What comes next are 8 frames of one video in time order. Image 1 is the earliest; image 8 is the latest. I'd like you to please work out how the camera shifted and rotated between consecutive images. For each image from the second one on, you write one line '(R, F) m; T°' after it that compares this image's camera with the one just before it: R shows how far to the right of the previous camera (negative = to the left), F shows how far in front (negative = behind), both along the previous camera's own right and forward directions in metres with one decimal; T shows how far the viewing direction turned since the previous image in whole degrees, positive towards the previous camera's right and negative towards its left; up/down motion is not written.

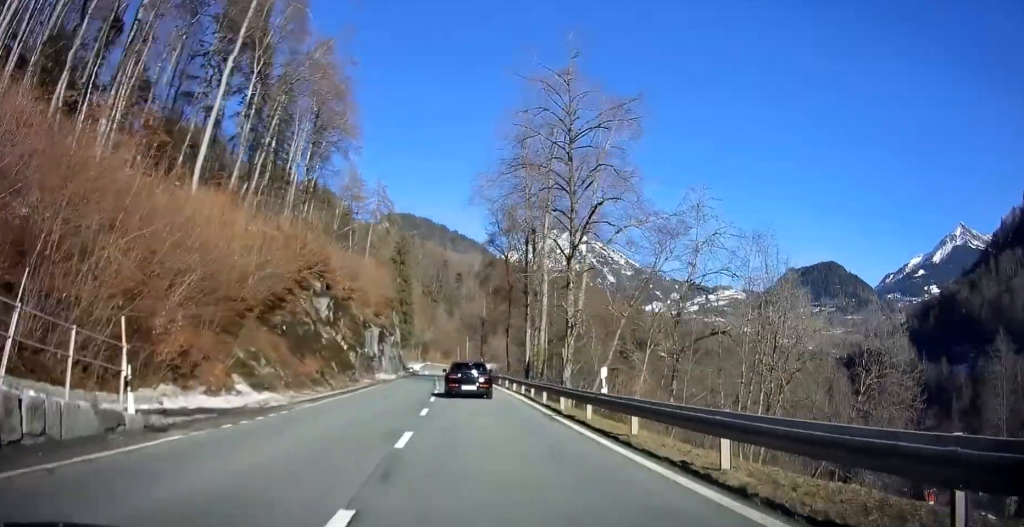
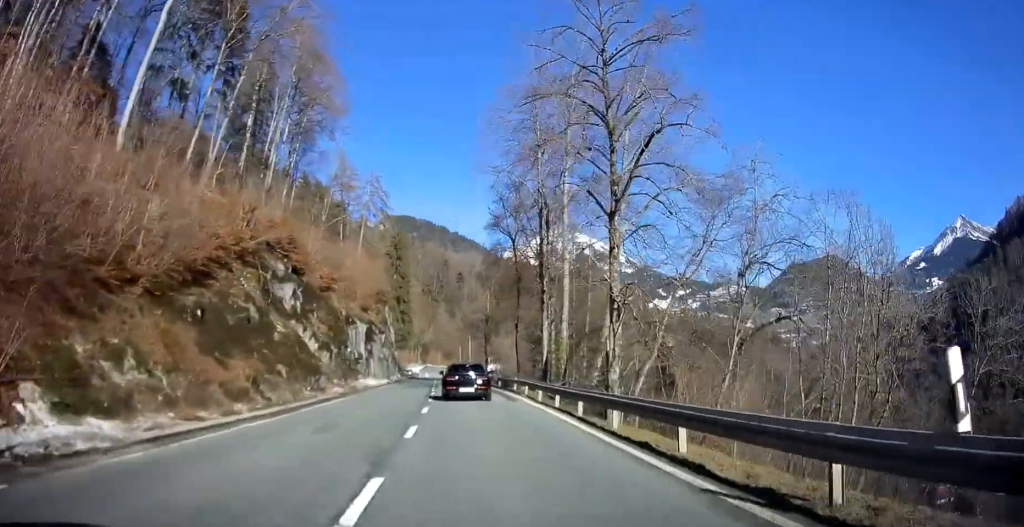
(0.0, +10.7) m; -1°
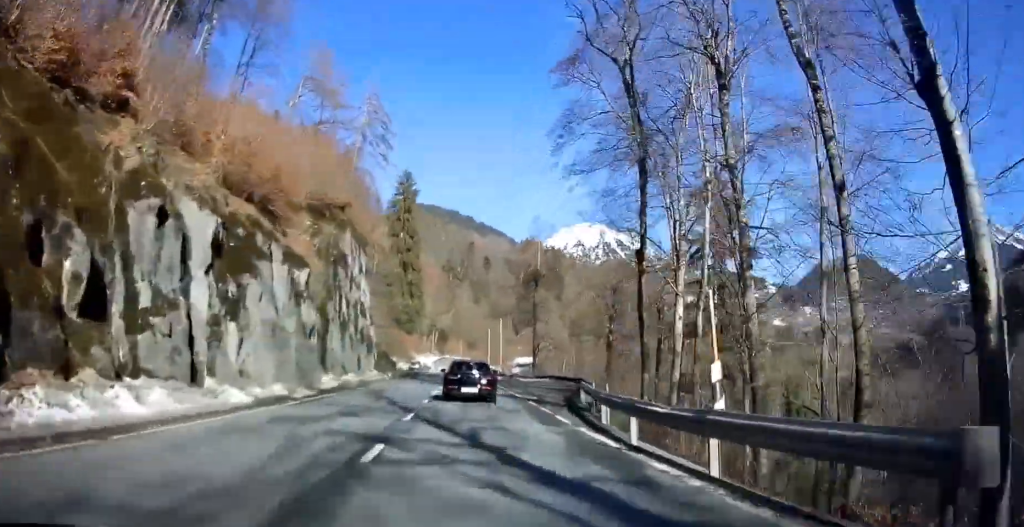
(-0.9, +38.6) m; -4°
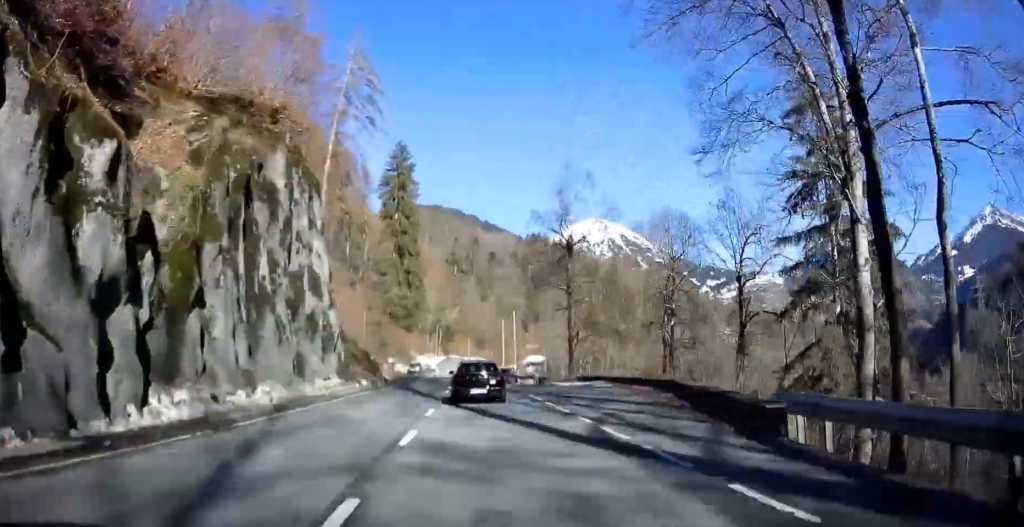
(-0.3, +16.3) m; -1°
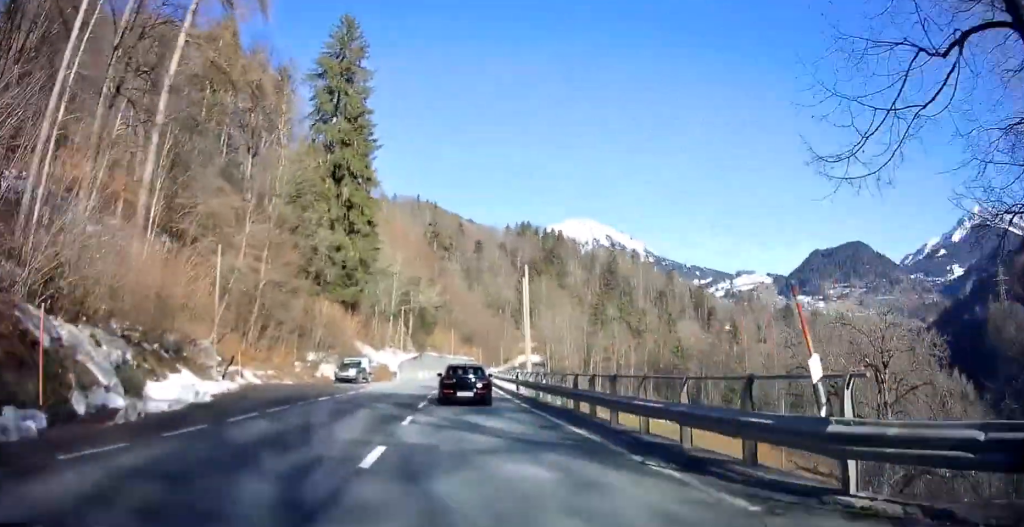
(+0.5, +38.3) m; +2°
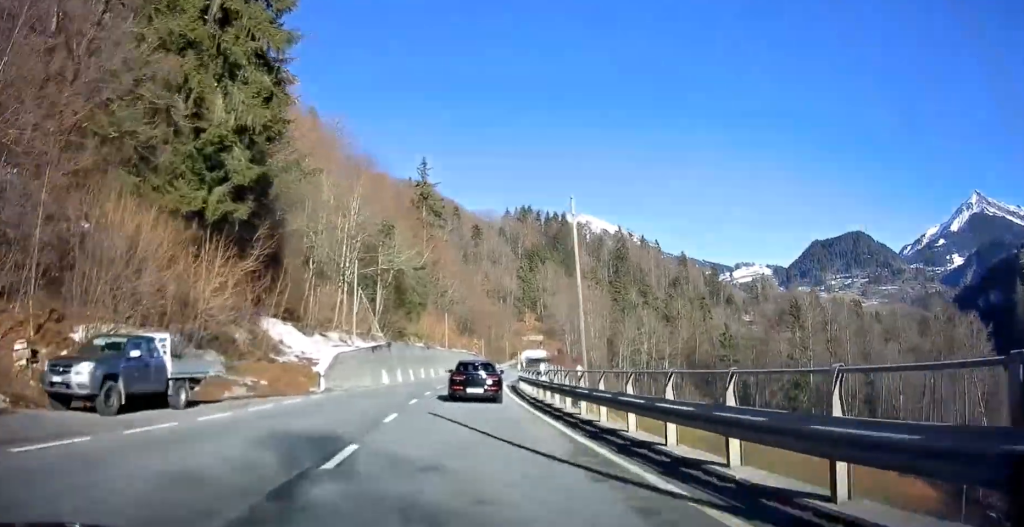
(+0.2, +29.7) m; 0°
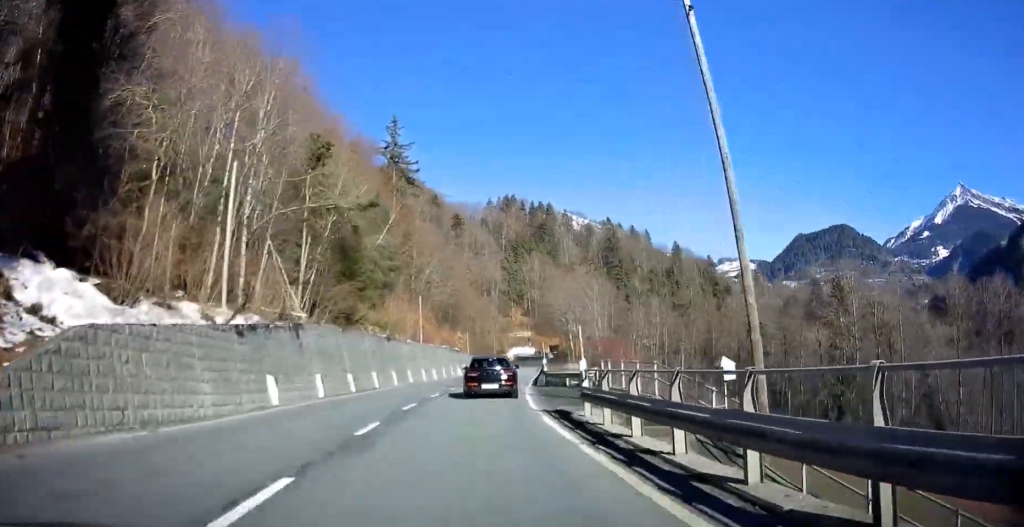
(0.0, +21.0) m; +1°
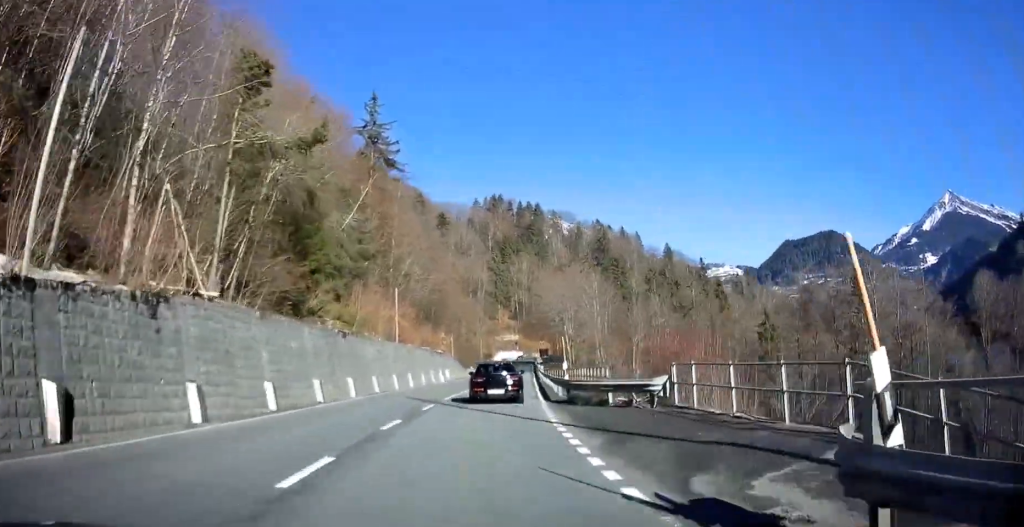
(+0.1, +9.8) m; +1°
